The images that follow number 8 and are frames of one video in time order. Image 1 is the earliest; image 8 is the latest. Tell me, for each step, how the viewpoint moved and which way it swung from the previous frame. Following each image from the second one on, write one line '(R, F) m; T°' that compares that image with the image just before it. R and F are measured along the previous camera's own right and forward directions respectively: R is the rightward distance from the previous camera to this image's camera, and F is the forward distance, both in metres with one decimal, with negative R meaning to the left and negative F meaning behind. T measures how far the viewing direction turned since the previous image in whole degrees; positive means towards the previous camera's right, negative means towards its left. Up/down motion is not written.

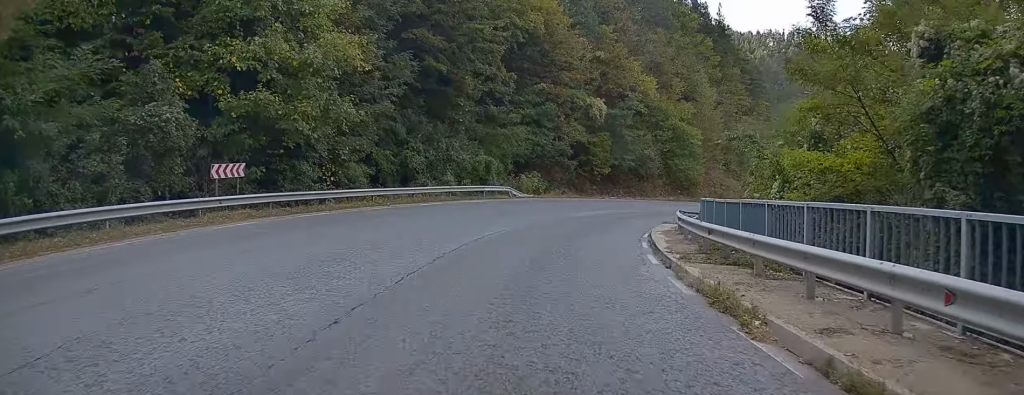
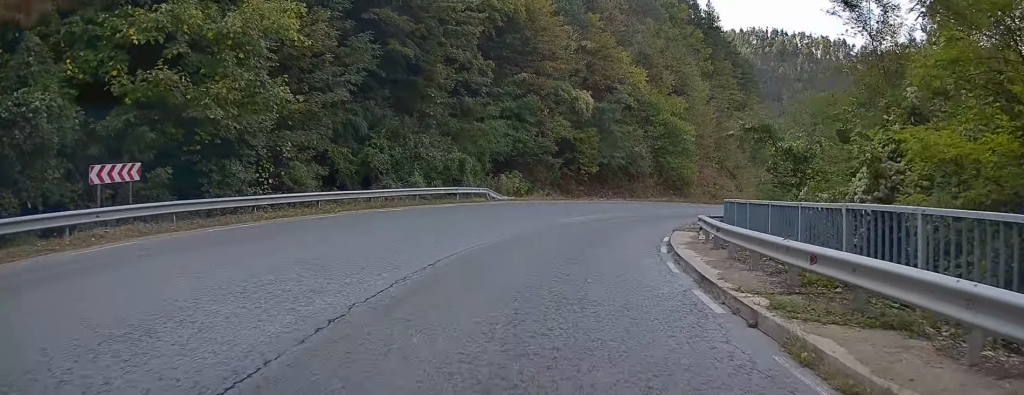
(+0.1, +5.4) m; +1°
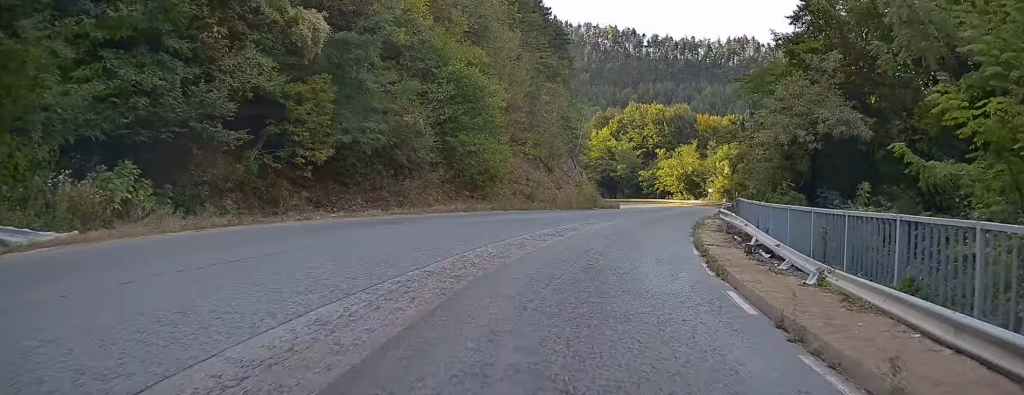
(+2.6, +27.7) m; +16°
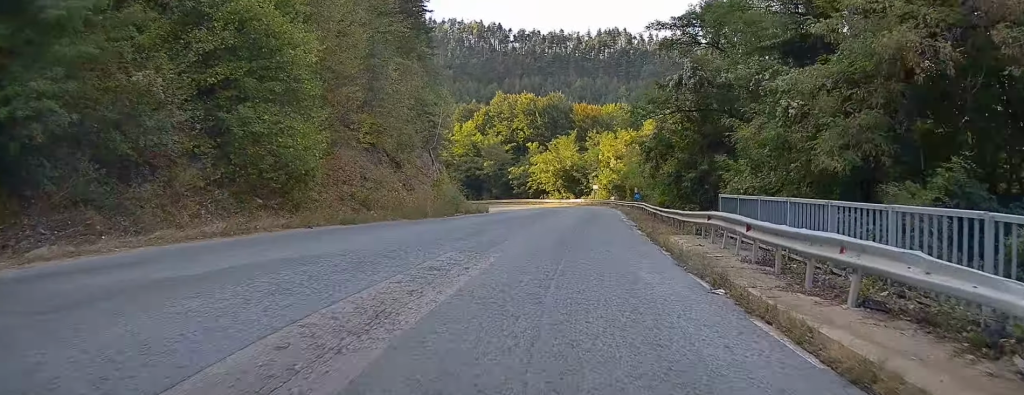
(+1.9, +14.9) m; +13°
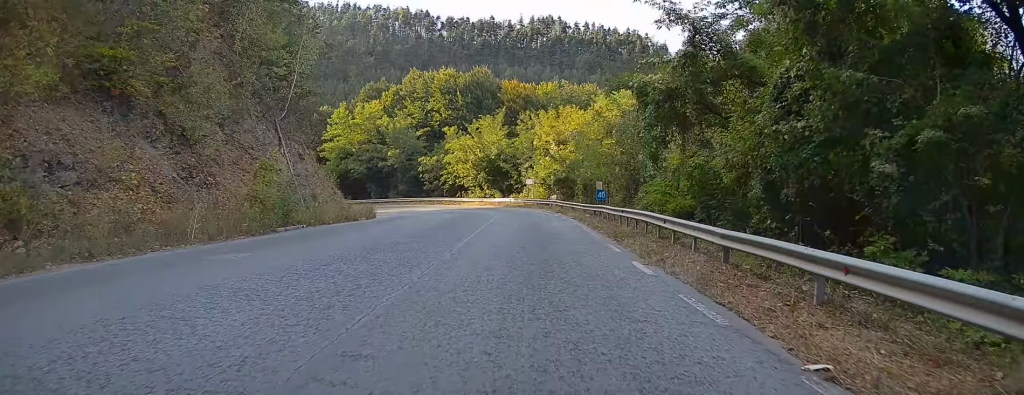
(+3.1, +22.8) m; +12°
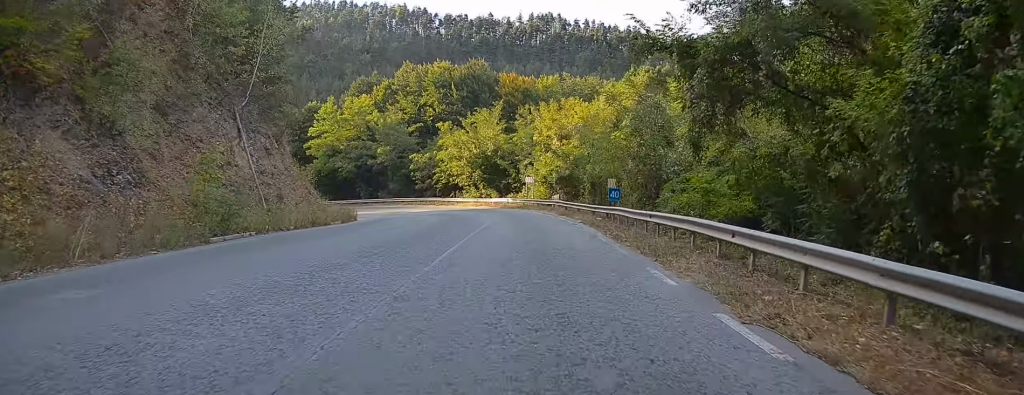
(+0.1, +6.0) m; +1°
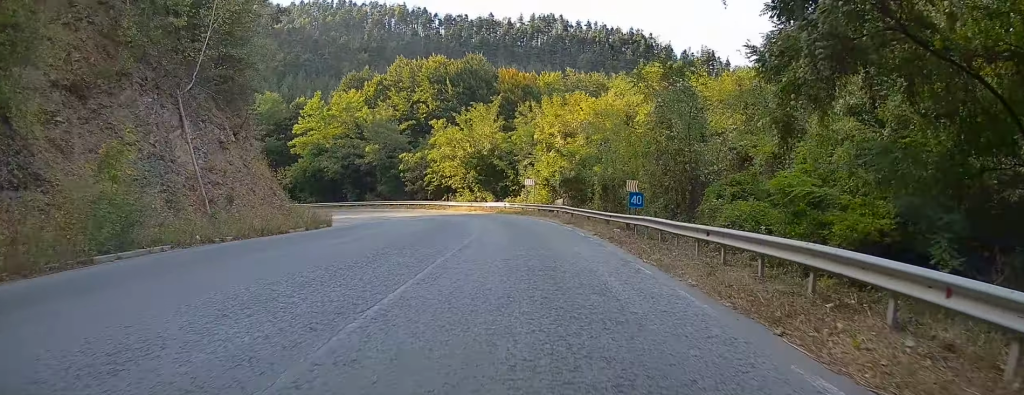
(0.0, +6.4) m; +1°
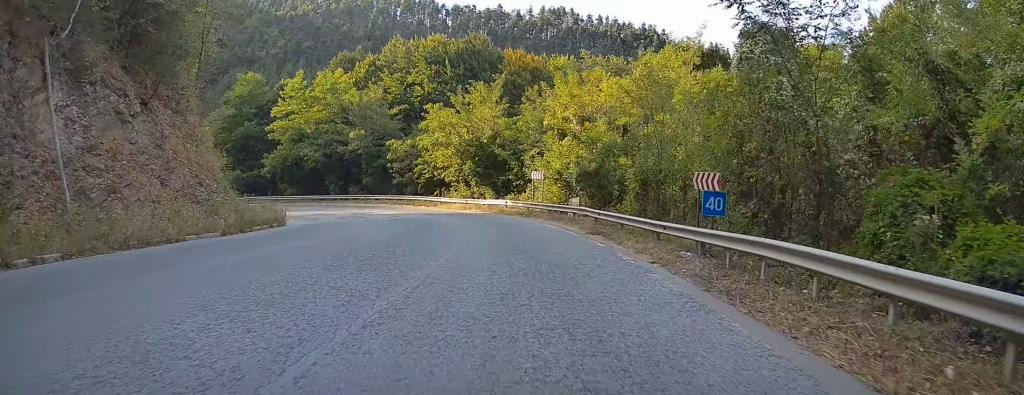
(+0.2, +10.1) m; 0°
